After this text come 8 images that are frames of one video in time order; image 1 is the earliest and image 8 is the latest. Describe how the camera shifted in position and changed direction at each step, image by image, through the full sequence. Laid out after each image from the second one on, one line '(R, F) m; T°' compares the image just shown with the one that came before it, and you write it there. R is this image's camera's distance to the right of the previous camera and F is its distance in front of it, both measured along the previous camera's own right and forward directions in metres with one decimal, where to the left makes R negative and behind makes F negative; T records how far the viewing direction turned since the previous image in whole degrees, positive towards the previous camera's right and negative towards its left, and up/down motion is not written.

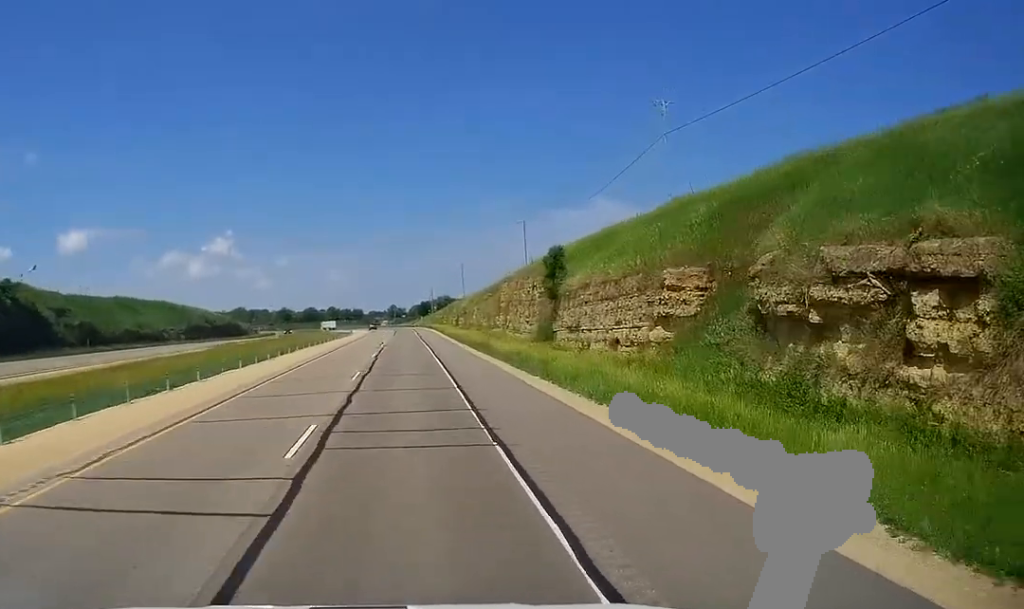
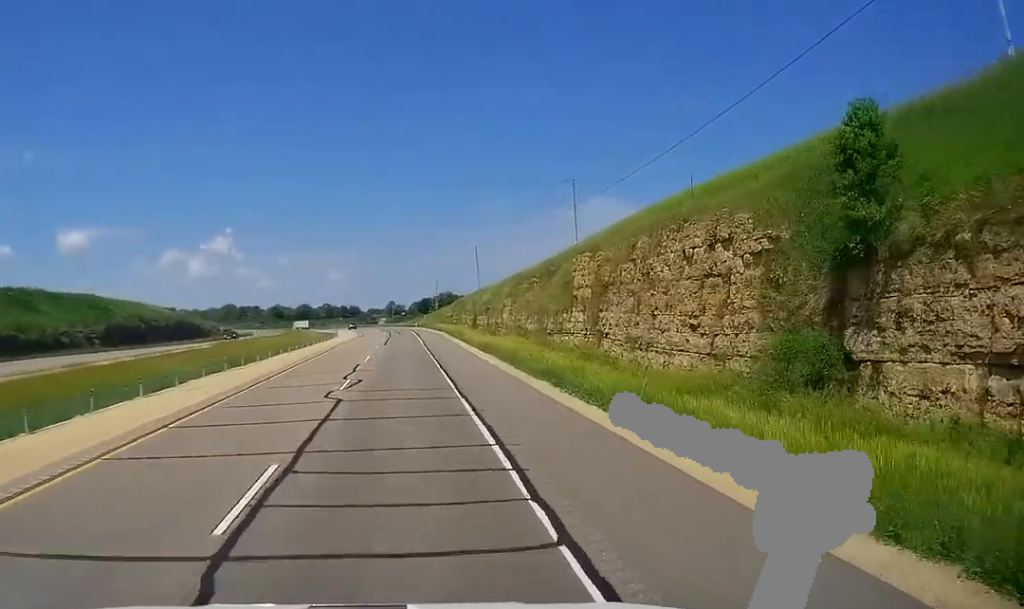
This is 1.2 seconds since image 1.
(-0.4, +34.8) m; 0°
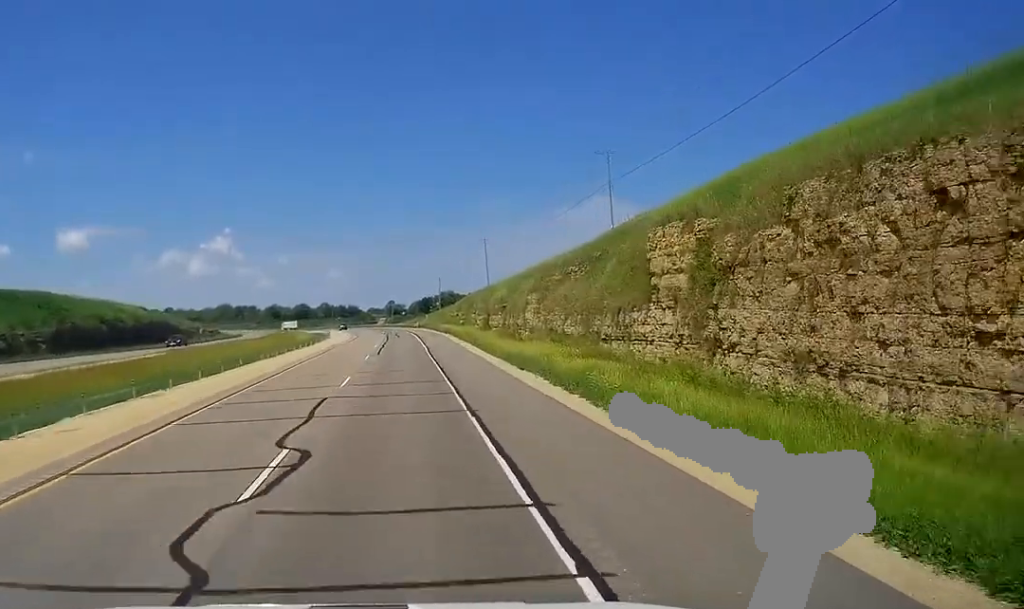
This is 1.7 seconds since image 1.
(+0.2, +14.3) m; 0°
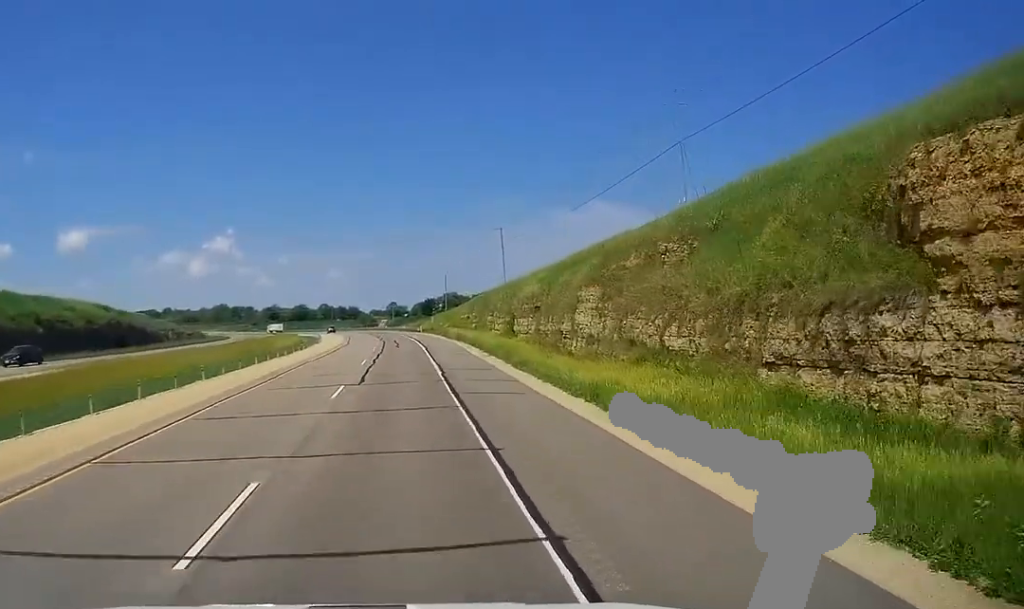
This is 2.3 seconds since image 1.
(+0.1, +17.7) m; 0°
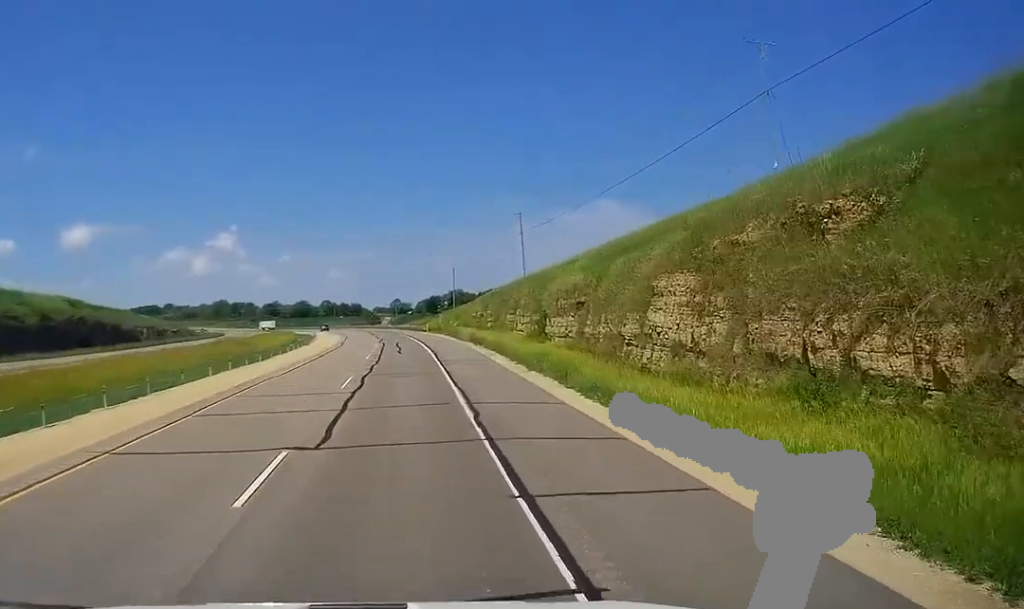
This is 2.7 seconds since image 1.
(0.0, +12.8) m; 0°
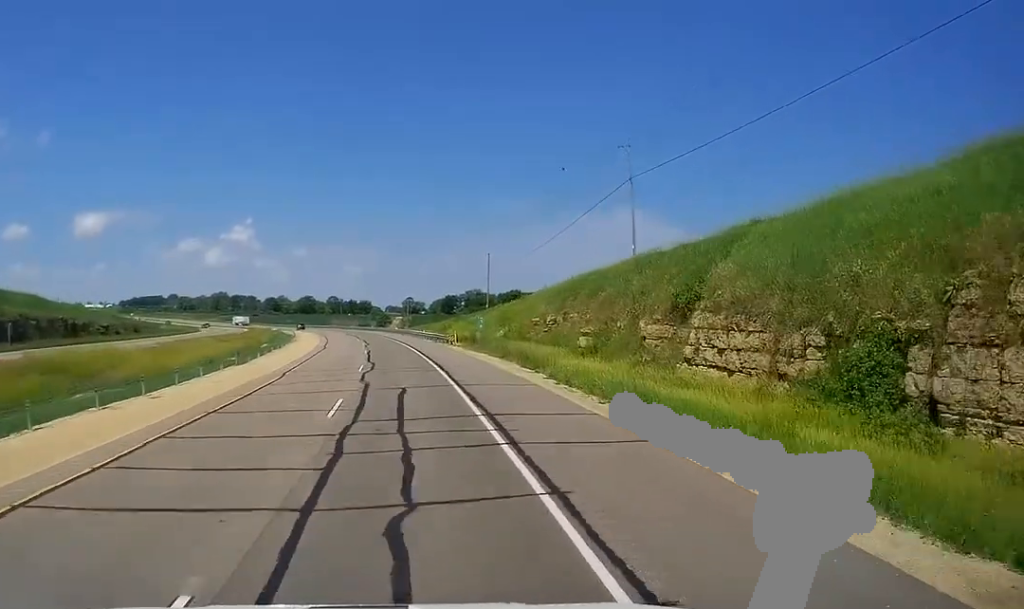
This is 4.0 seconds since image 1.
(0.0, +38.1) m; 0°
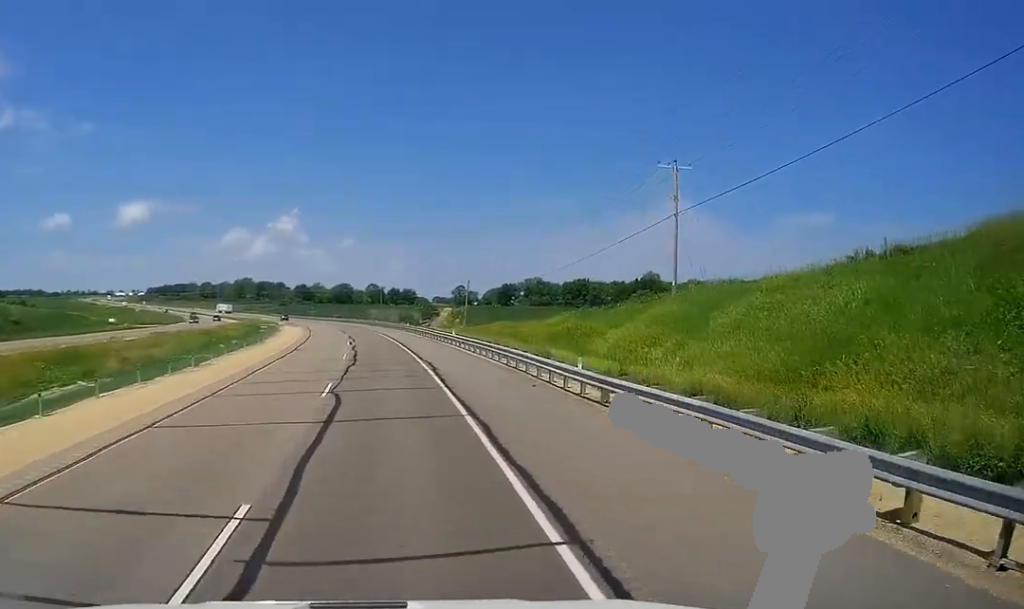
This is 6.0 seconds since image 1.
(-0.1, +59.2) m; -2°
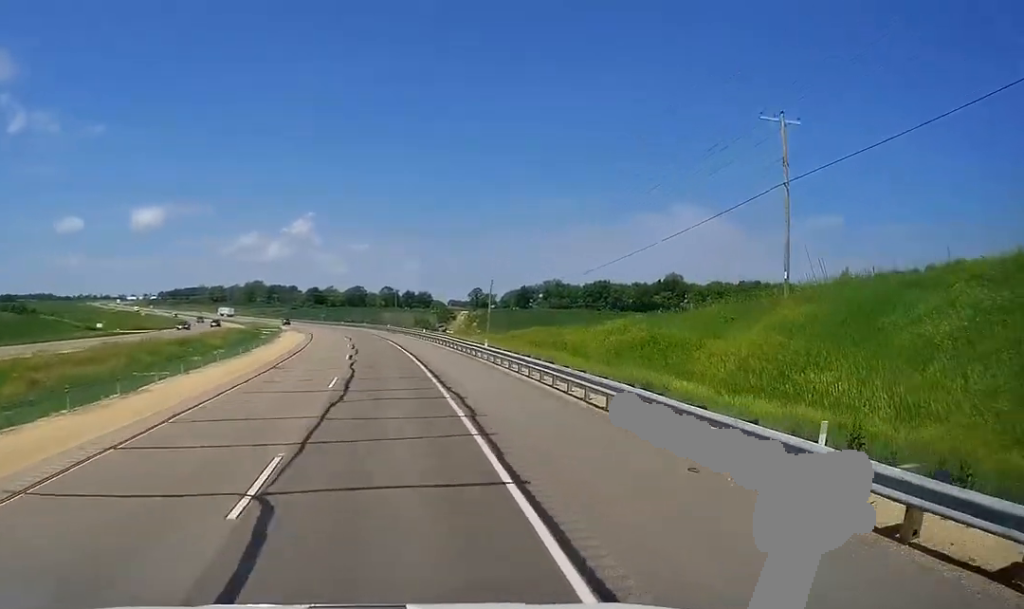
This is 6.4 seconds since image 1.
(-0.3, +12.0) m; +2°
